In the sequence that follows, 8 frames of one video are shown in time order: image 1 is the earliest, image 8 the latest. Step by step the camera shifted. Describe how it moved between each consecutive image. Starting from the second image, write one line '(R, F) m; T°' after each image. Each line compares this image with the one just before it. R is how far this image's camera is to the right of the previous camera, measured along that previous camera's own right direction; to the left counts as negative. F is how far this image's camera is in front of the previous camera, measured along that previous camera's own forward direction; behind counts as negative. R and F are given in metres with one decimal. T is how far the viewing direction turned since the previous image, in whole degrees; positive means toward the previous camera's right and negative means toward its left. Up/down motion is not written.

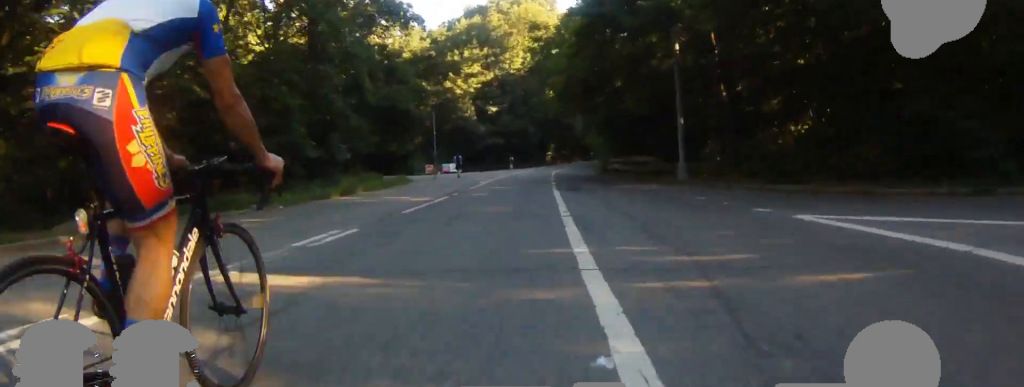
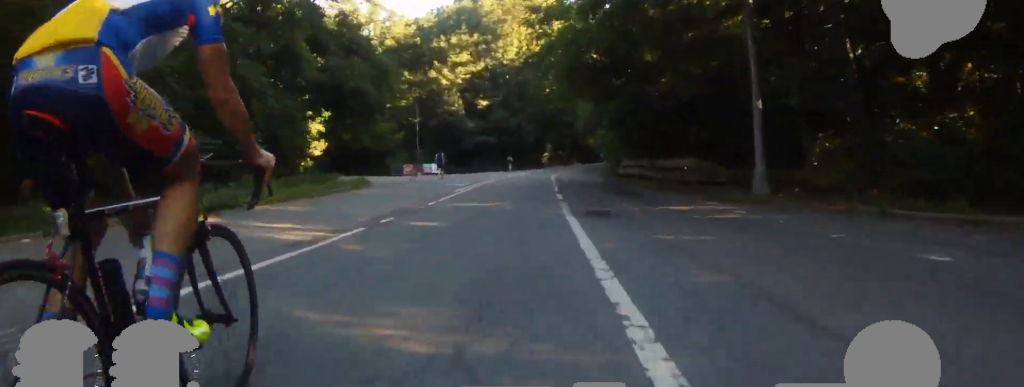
(+0.1, +8.6) m; +1°
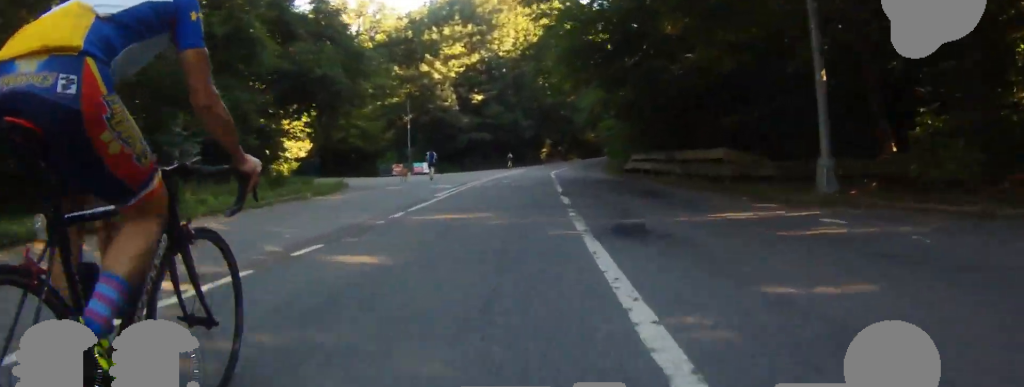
(0.0, +3.6) m; 0°
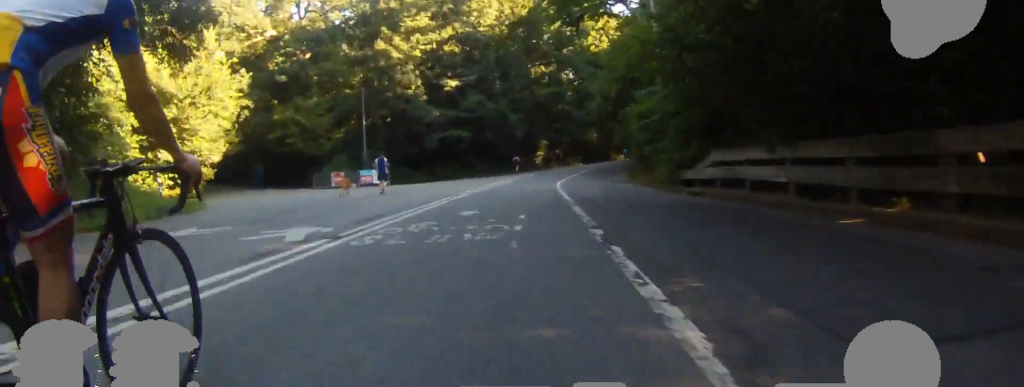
(0.0, +14.5) m; 0°
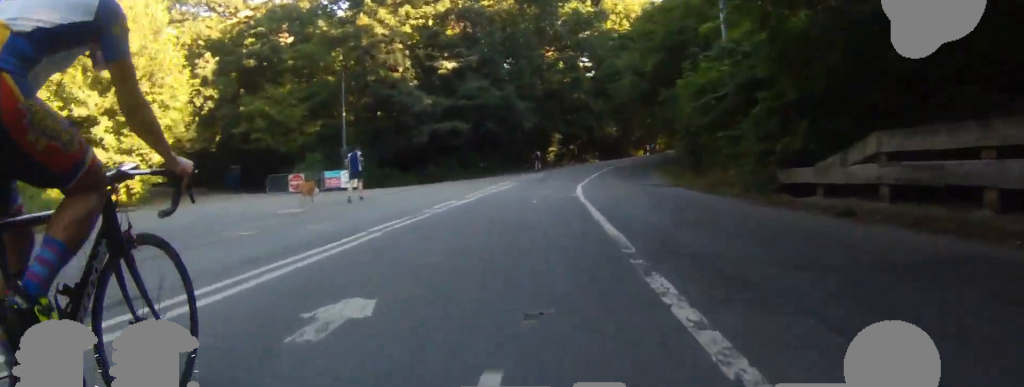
(0.0, +7.8) m; 0°
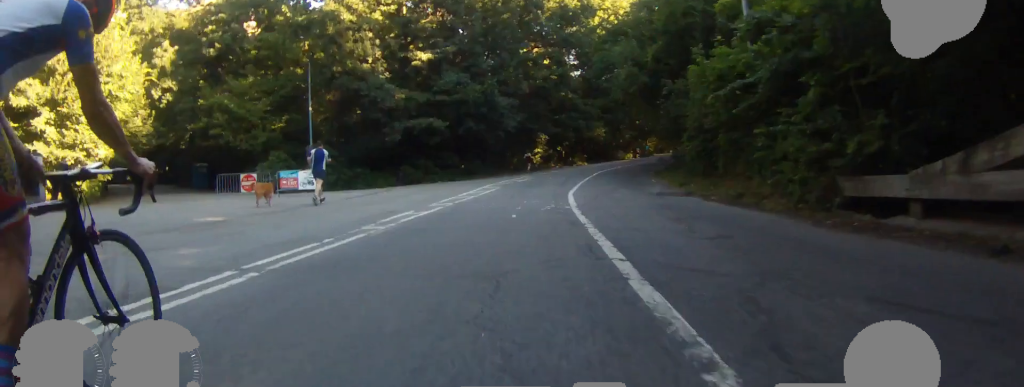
(0.0, +3.5) m; 0°
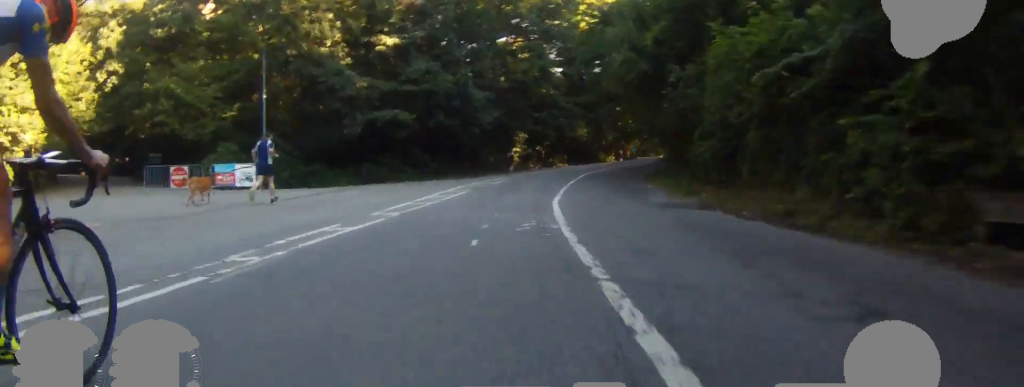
(0.0, +3.7) m; 0°
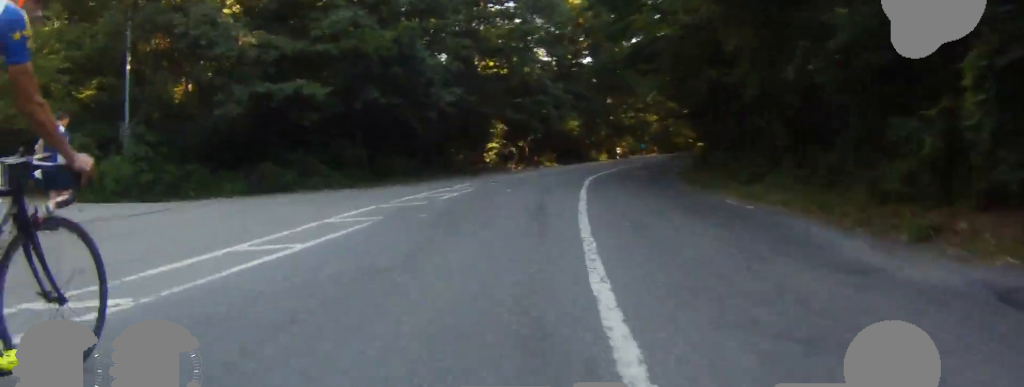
(0.0, +10.8) m; 0°
